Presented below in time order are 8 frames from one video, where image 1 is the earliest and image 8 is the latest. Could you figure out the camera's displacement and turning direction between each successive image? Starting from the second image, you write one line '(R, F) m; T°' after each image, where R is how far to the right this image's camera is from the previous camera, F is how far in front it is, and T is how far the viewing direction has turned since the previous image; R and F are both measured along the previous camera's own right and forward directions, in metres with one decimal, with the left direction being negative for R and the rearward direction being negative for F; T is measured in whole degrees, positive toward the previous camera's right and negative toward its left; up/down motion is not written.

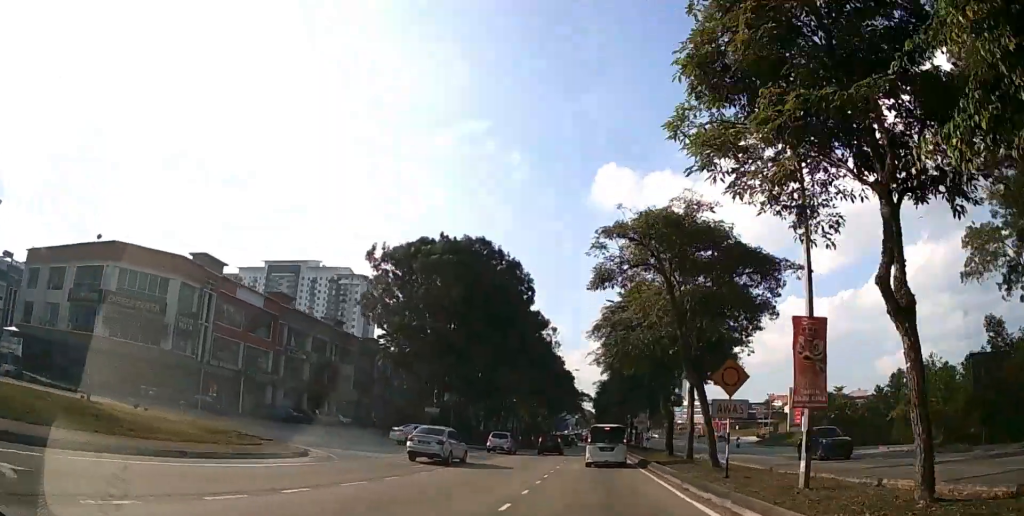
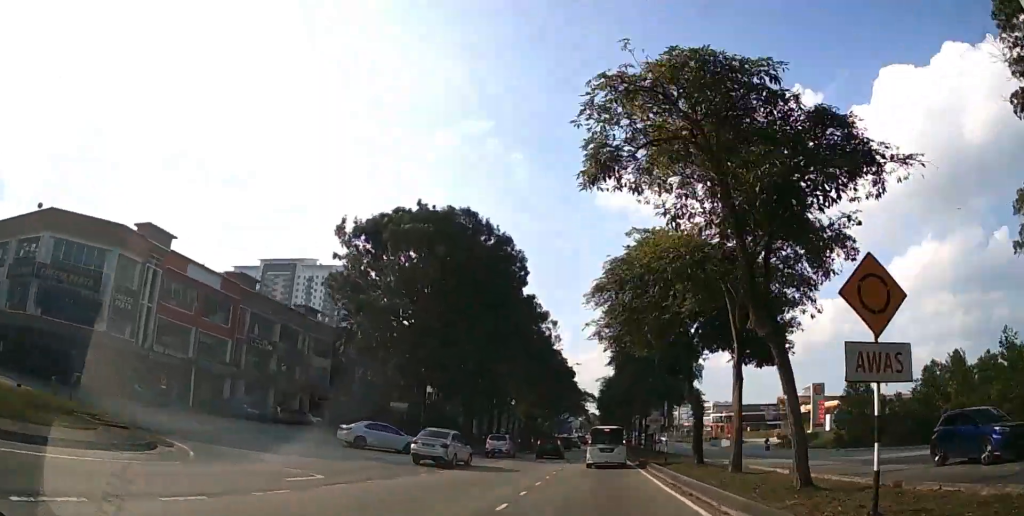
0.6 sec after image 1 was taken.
(0.0, +8.0) m; 0°
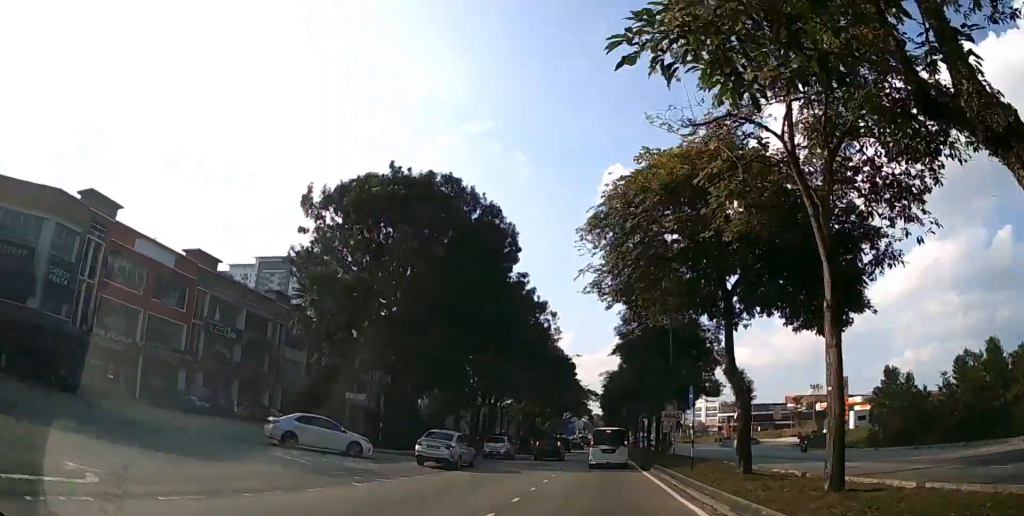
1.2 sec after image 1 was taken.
(0.0, +7.3) m; -1°
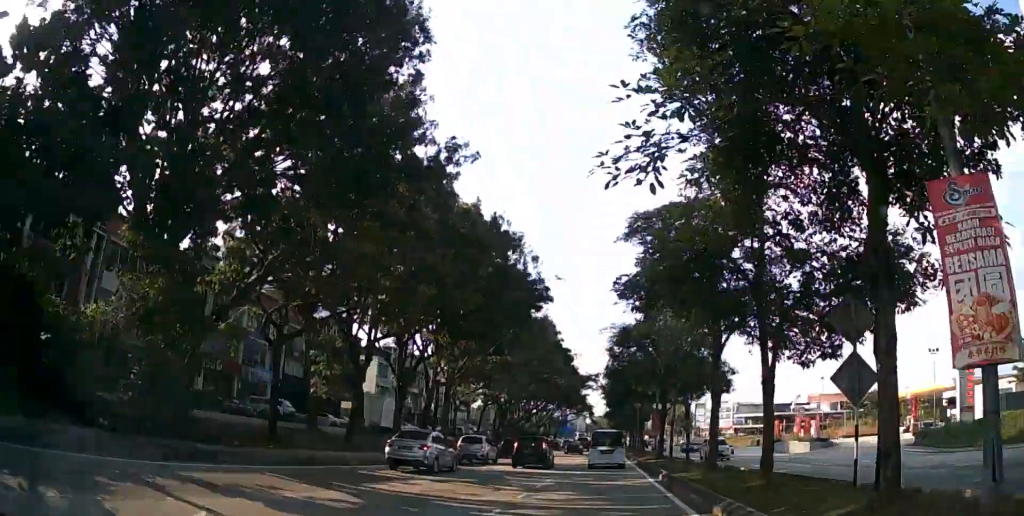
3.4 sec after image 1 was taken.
(-0.6, +27.8) m; -2°
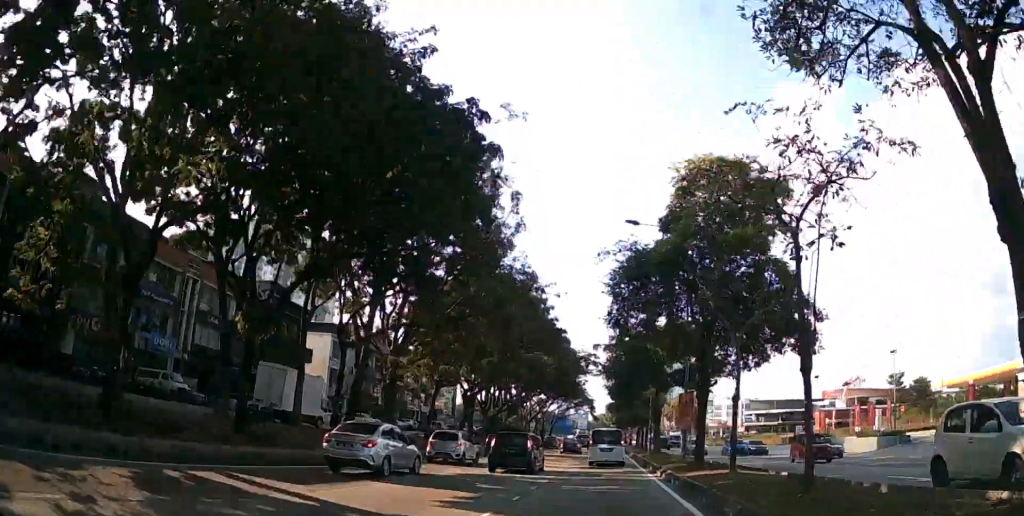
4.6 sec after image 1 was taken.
(-0.1, +15.5) m; 0°
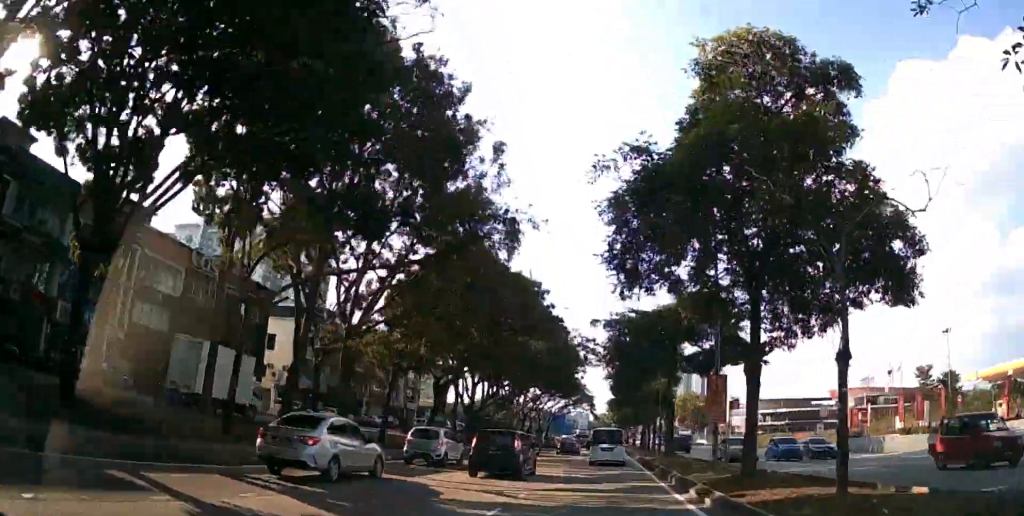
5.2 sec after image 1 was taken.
(0.0, +8.1) m; 0°
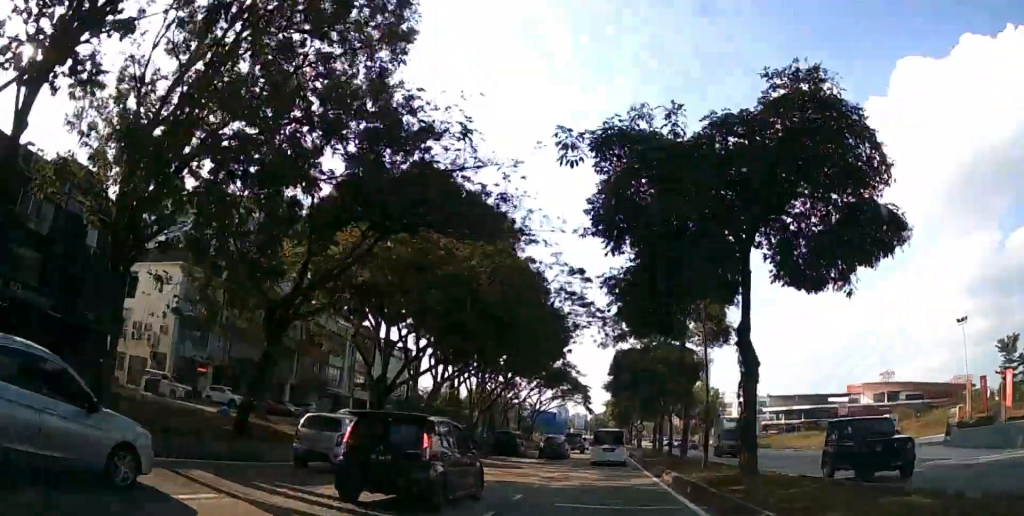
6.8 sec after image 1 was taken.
(0.0, +20.3) m; 0°
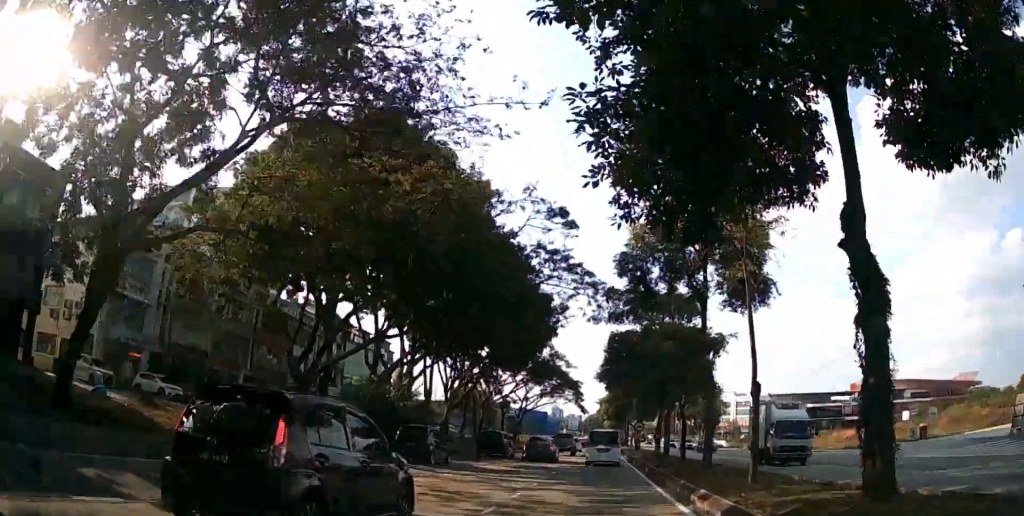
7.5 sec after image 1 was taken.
(0.0, +8.0) m; 0°
